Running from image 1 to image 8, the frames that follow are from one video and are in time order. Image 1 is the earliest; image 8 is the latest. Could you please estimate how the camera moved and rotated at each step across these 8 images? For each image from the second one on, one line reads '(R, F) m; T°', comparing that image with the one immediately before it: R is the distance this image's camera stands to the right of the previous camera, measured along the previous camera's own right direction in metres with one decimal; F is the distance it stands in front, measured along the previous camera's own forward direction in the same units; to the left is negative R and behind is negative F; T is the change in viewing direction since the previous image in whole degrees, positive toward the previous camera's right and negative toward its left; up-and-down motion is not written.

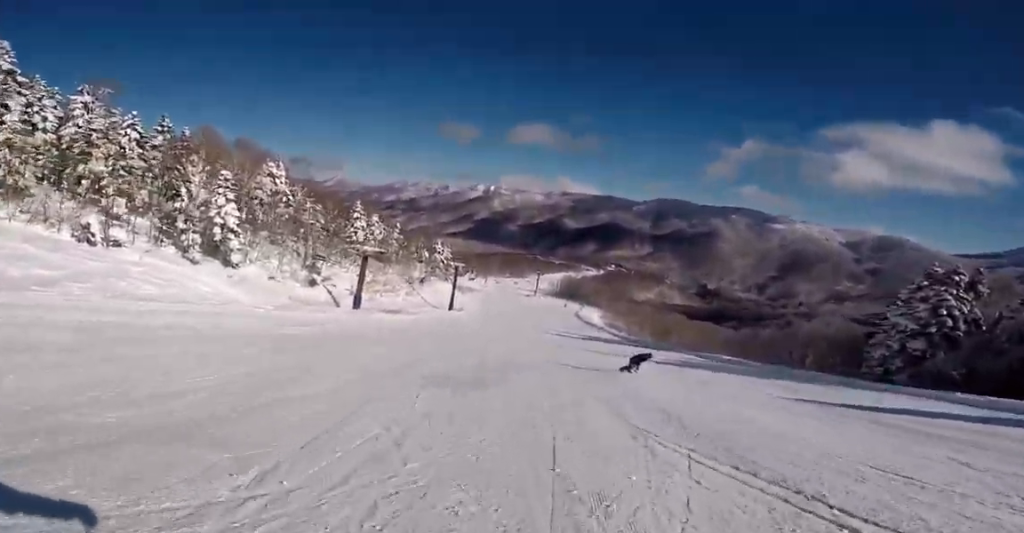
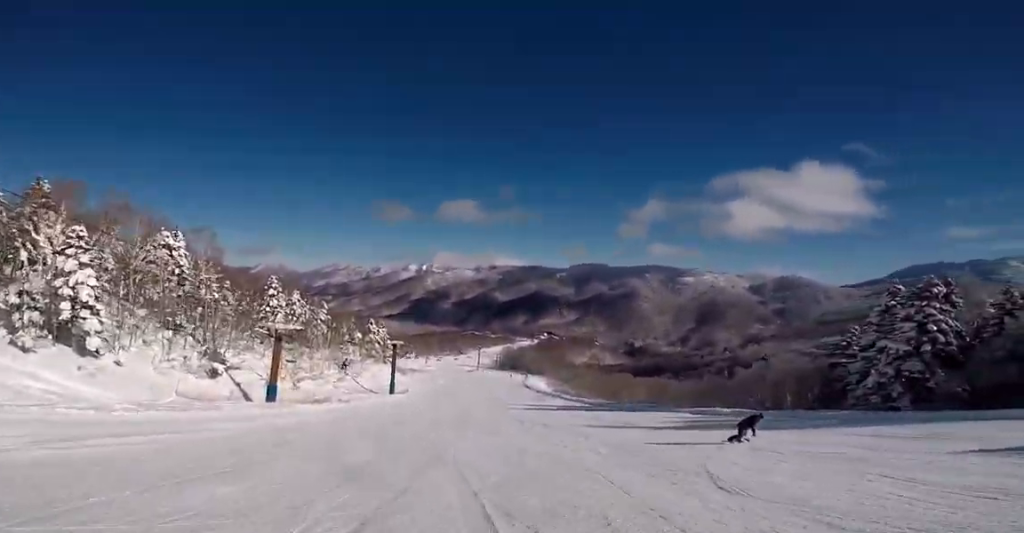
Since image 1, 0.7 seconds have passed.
(-0.7, +7.7) m; +1°
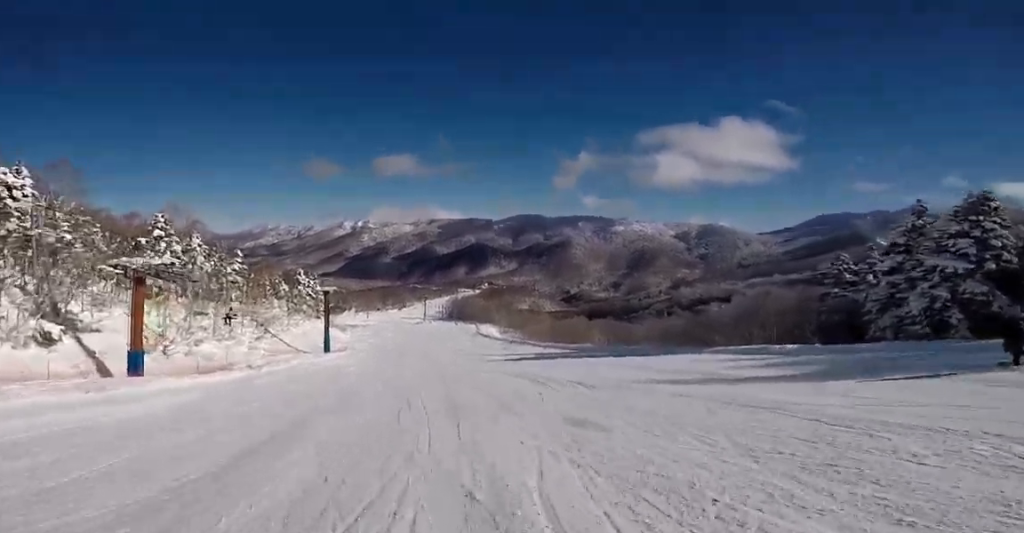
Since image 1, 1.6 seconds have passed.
(+1.1, +11.2) m; +5°
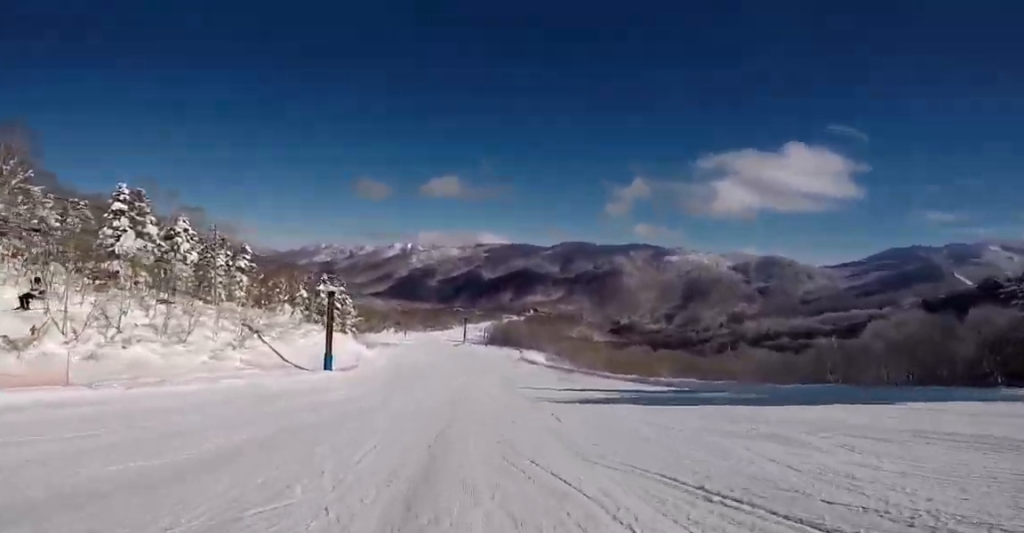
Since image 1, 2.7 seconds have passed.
(+0.2, +13.9) m; -6°
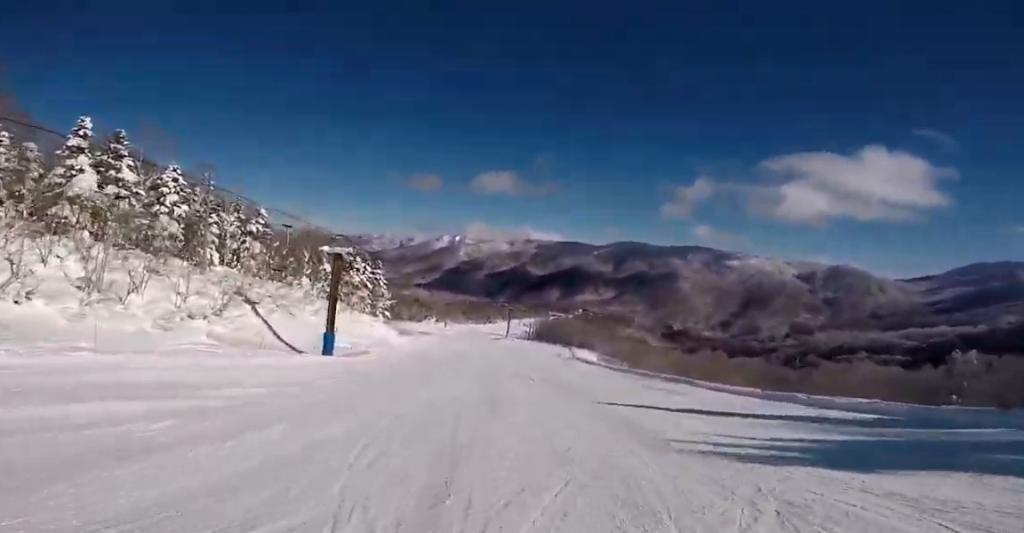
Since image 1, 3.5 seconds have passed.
(-1.1, +11.1) m; -5°
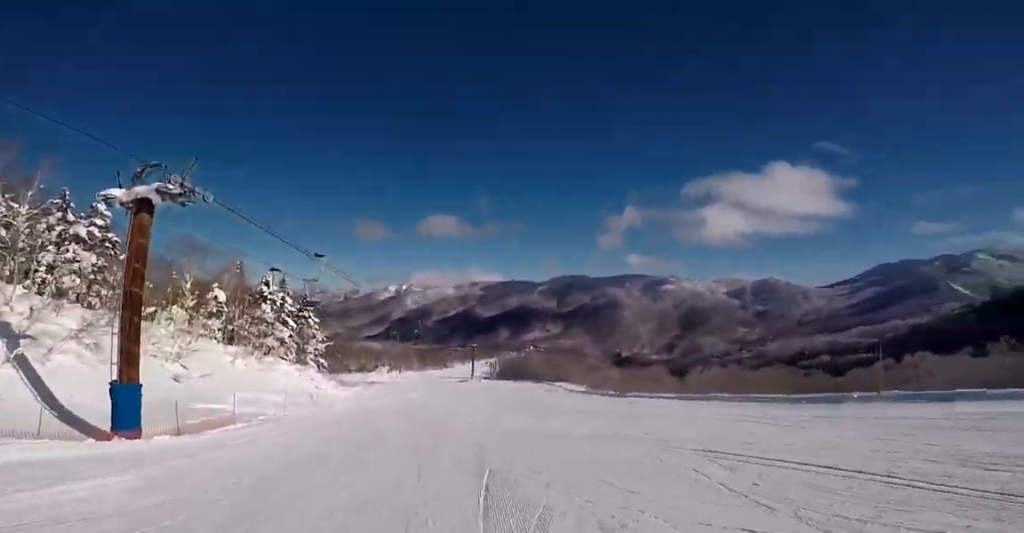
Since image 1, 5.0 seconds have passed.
(-0.5, +20.0) m; -1°
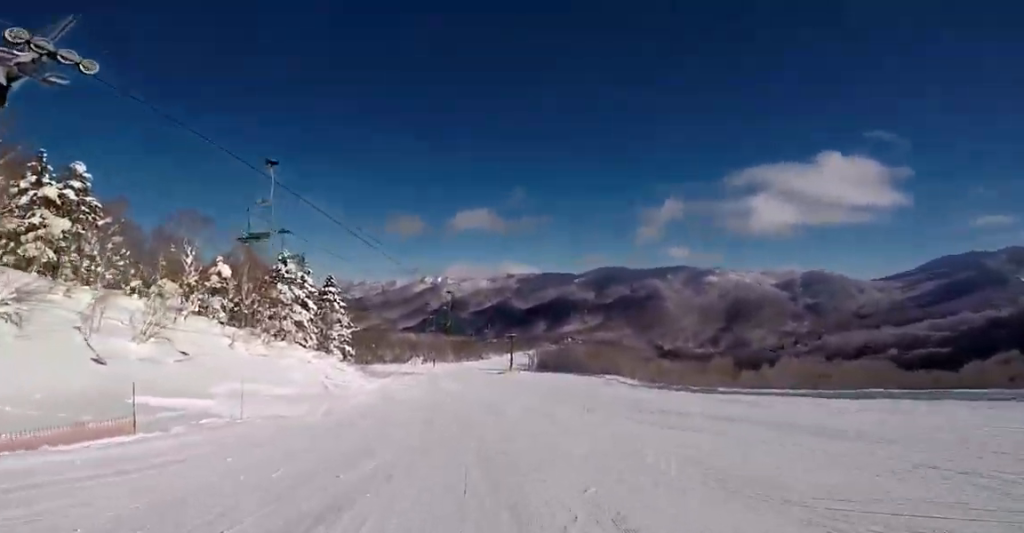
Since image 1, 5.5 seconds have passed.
(0.0, +8.0) m; 0°
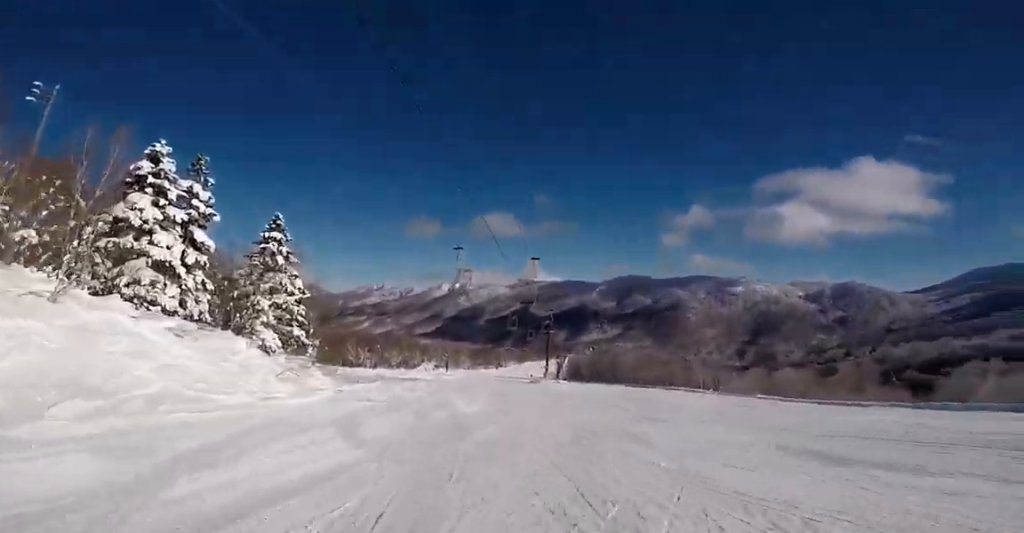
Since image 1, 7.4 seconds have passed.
(0.0, +26.8) m; 0°
